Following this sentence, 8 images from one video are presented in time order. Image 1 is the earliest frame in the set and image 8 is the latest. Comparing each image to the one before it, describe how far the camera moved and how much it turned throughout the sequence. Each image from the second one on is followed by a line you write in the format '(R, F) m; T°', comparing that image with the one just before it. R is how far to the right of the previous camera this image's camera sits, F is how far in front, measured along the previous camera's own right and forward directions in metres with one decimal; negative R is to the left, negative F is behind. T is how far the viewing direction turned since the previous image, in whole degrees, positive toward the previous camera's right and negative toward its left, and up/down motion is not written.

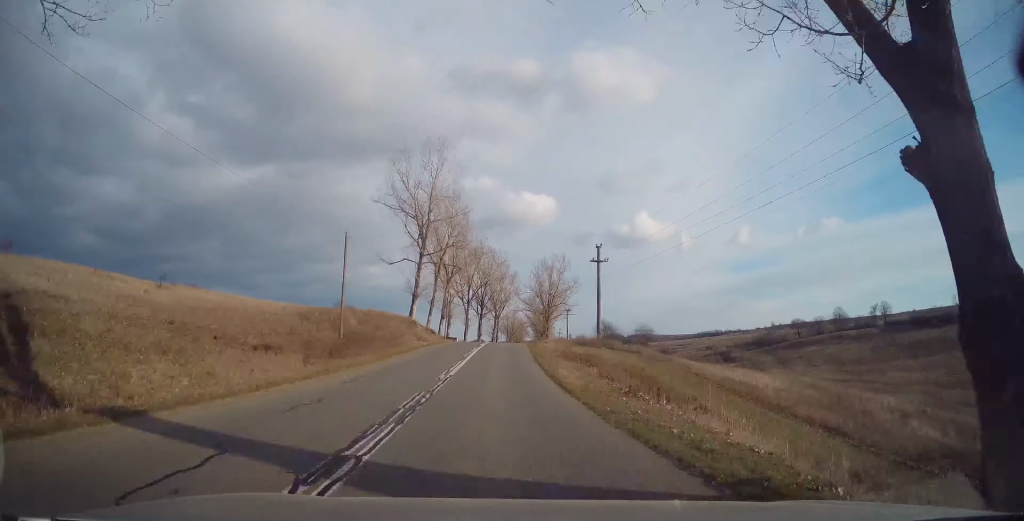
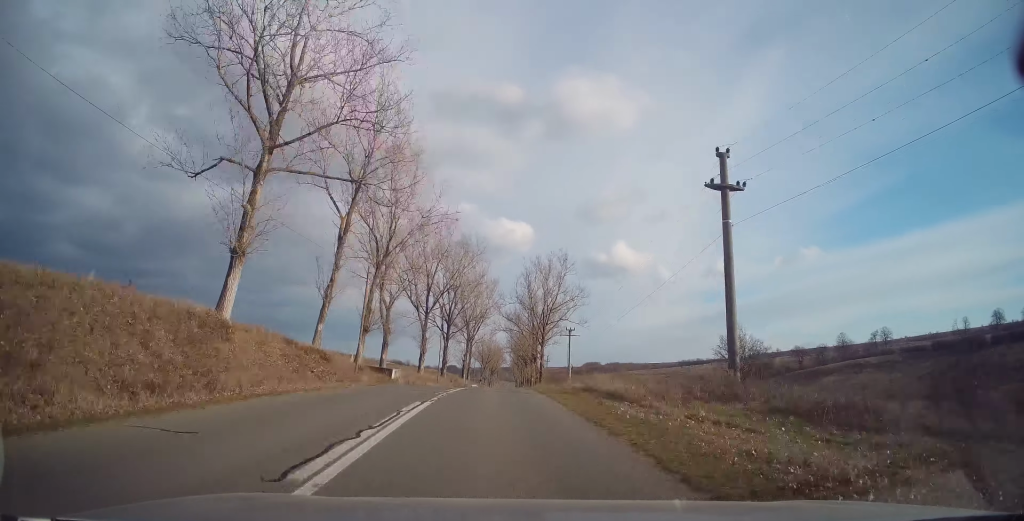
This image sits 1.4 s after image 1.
(0.0, +33.3) m; +1°
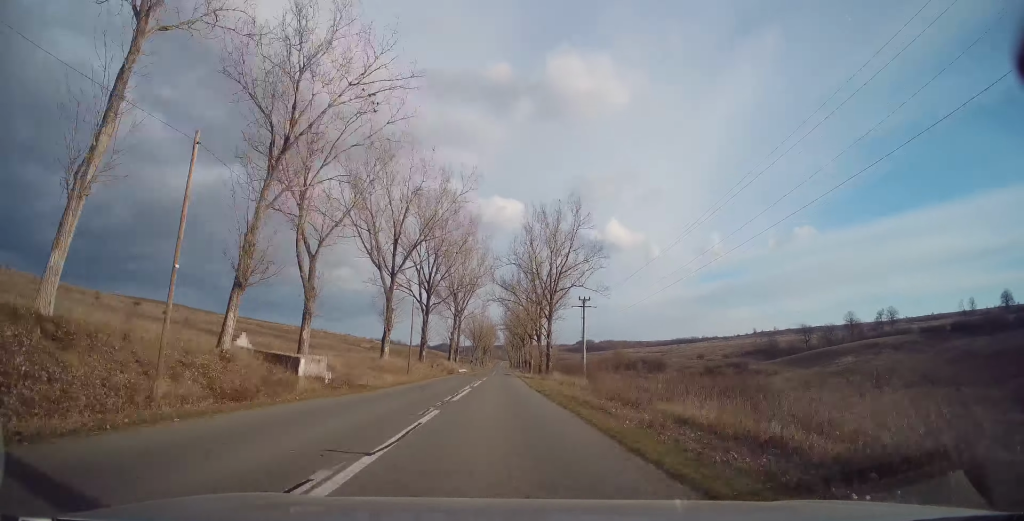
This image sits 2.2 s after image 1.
(+0.2, +18.8) m; +1°
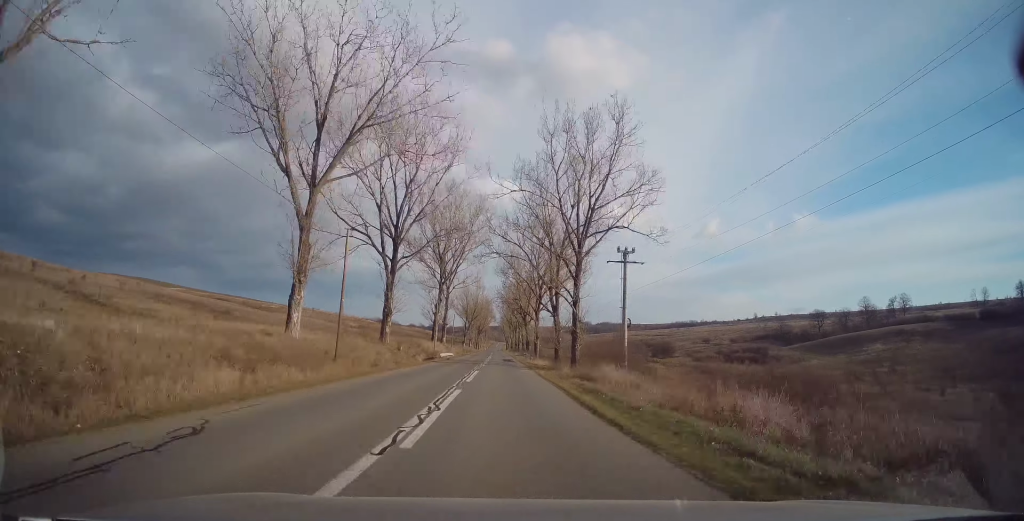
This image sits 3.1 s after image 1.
(+0.4, +21.3) m; +1°
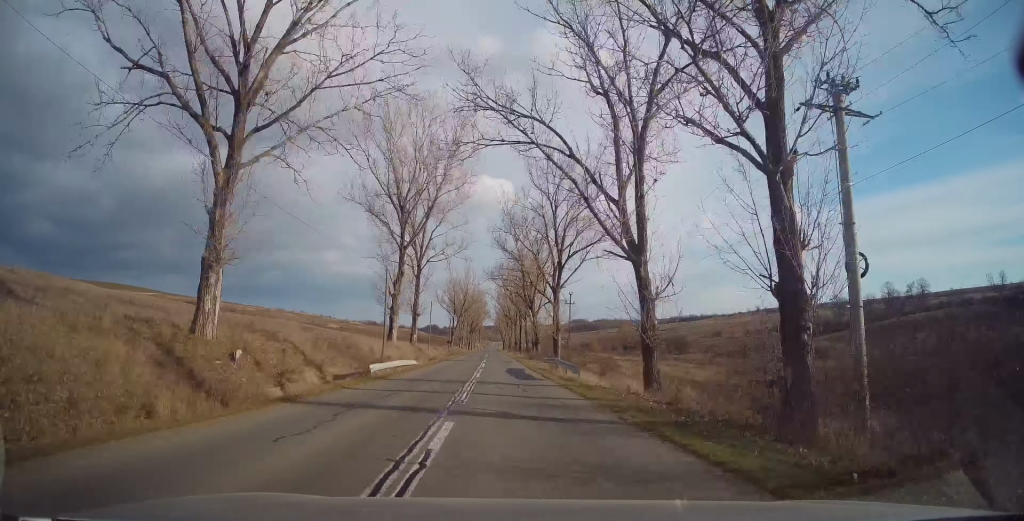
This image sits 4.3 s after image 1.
(0.0, +28.3) m; +1°
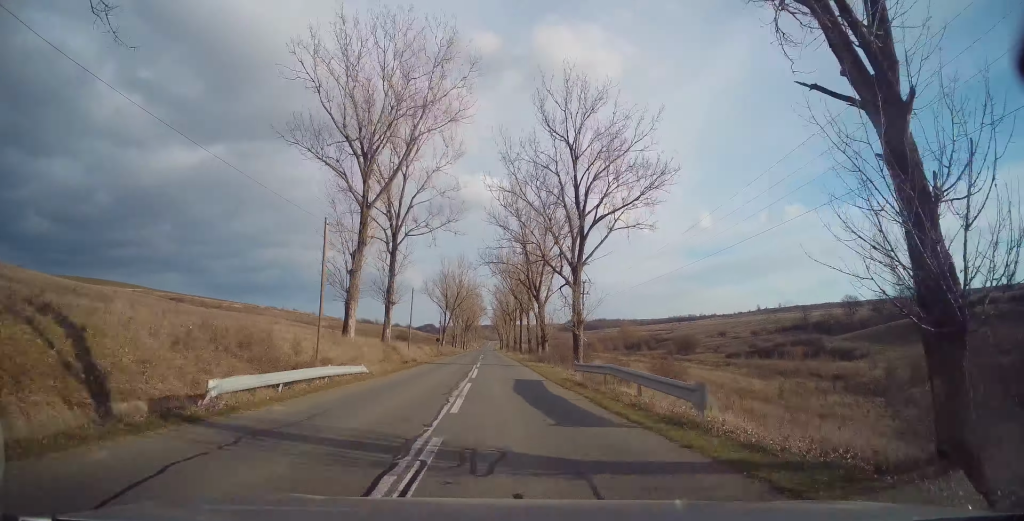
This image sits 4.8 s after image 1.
(+0.4, +13.5) m; 0°
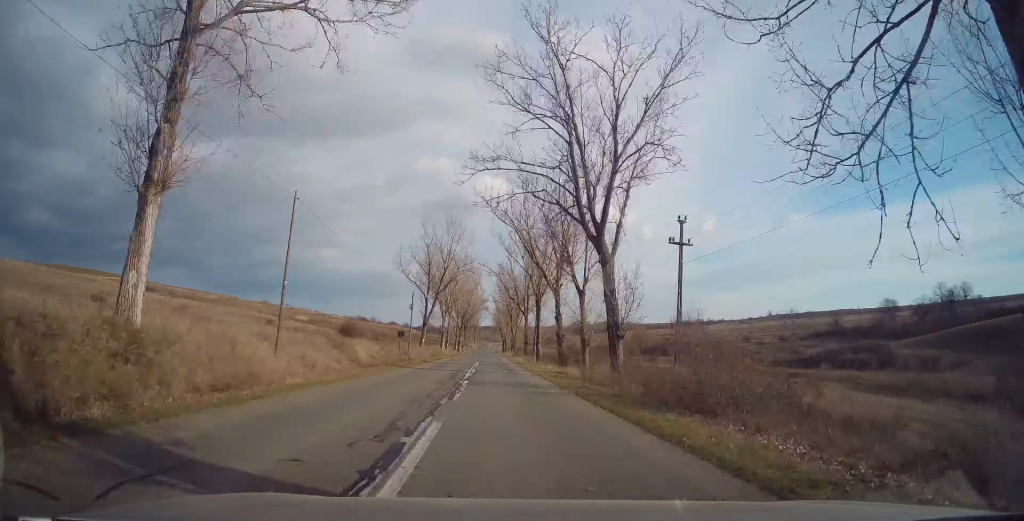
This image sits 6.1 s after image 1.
(-0.6, +33.0) m; -1°
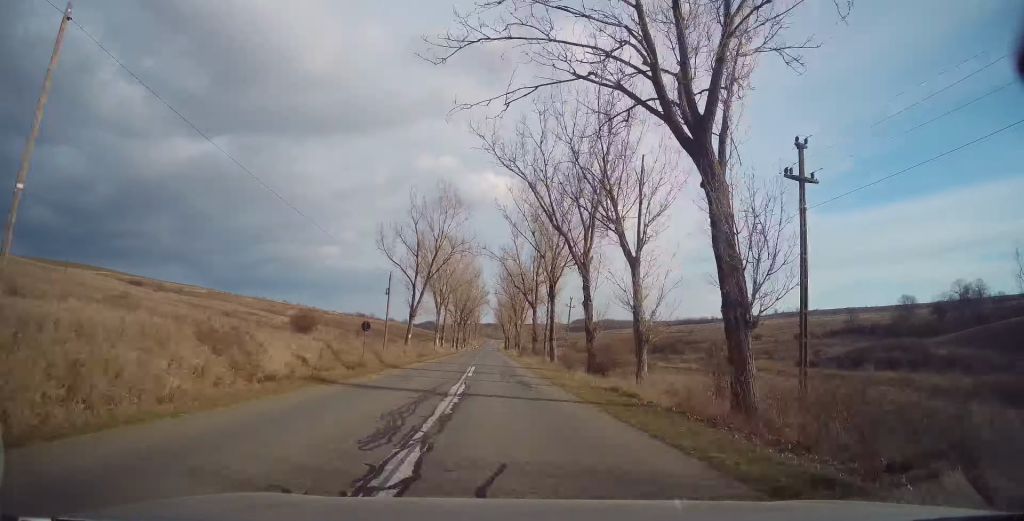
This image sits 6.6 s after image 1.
(+0.2, +13.0) m; 0°
